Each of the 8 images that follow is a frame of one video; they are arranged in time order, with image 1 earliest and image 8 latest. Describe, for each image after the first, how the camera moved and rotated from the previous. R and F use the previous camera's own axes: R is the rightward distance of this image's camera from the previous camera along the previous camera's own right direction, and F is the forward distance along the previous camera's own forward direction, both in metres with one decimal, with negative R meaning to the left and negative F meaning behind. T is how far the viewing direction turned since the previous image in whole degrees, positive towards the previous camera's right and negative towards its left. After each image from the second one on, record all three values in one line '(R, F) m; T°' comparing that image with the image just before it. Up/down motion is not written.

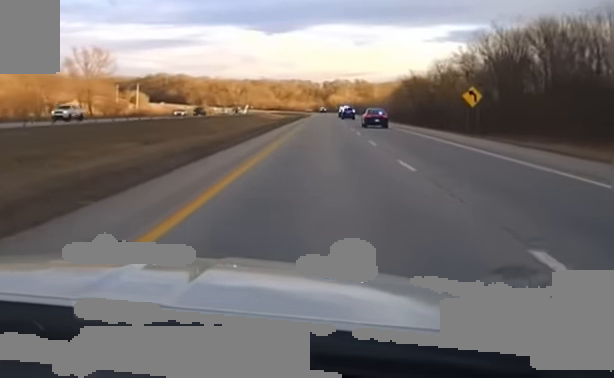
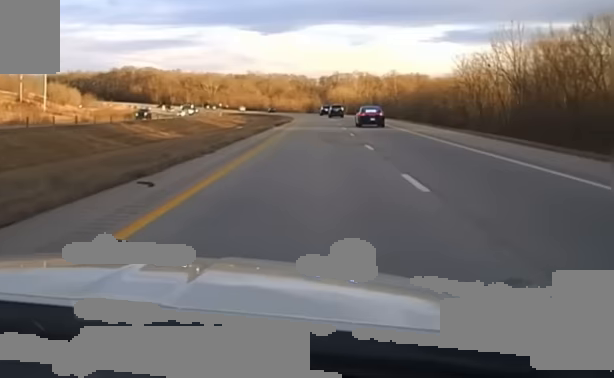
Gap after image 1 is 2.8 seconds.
(+1.0, +125.3) m; +1°
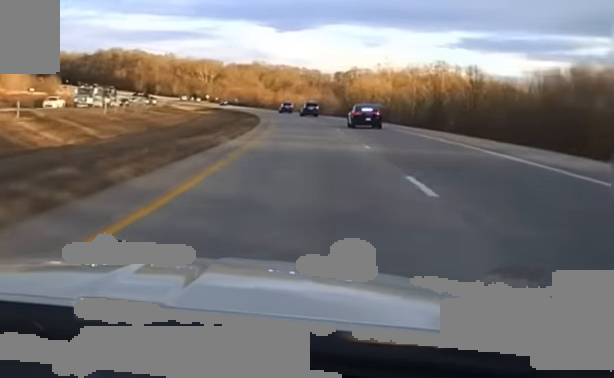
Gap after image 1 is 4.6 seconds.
(-1.1, +88.0) m; -2°
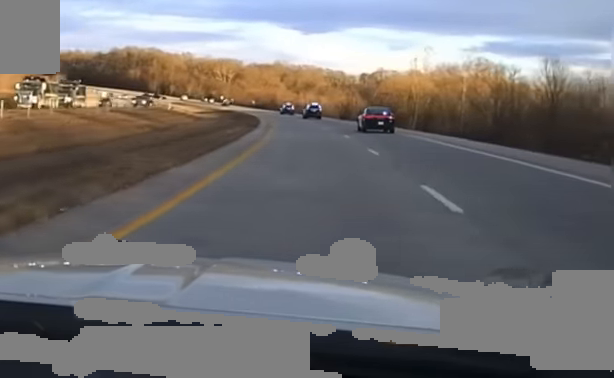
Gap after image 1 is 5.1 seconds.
(-0.3, +28.6) m; -1°
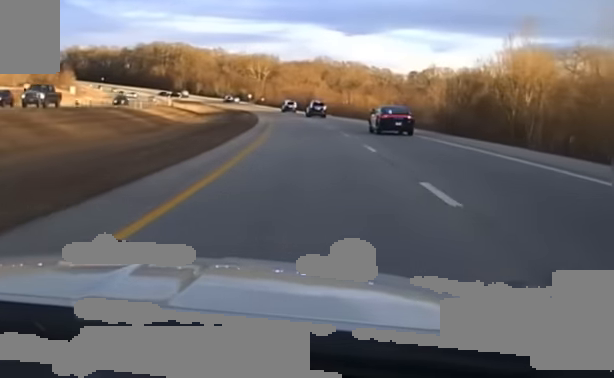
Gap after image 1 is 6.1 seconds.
(-1.1, +50.7) m; -3°
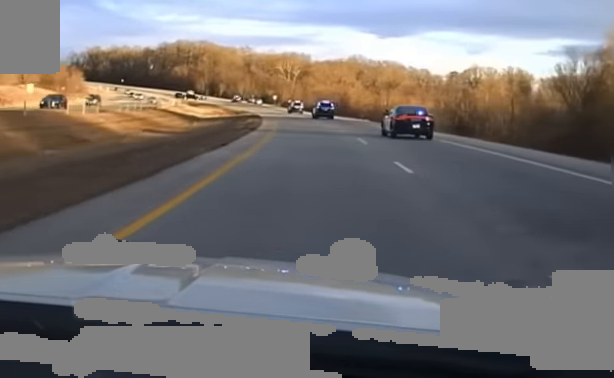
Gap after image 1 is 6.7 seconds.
(-0.8, +35.2) m; -2°
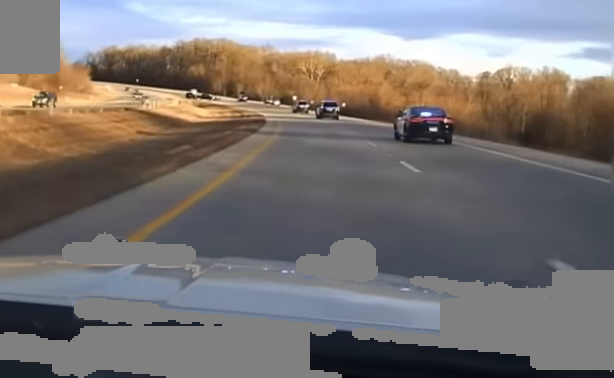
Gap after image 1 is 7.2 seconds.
(-0.2, +20.9) m; -1°
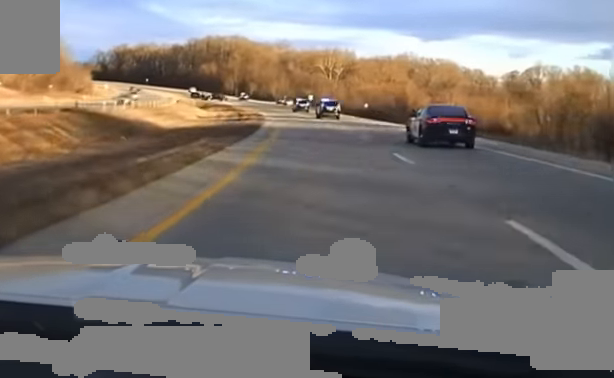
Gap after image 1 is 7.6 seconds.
(+0.2, +20.4) m; -1°
